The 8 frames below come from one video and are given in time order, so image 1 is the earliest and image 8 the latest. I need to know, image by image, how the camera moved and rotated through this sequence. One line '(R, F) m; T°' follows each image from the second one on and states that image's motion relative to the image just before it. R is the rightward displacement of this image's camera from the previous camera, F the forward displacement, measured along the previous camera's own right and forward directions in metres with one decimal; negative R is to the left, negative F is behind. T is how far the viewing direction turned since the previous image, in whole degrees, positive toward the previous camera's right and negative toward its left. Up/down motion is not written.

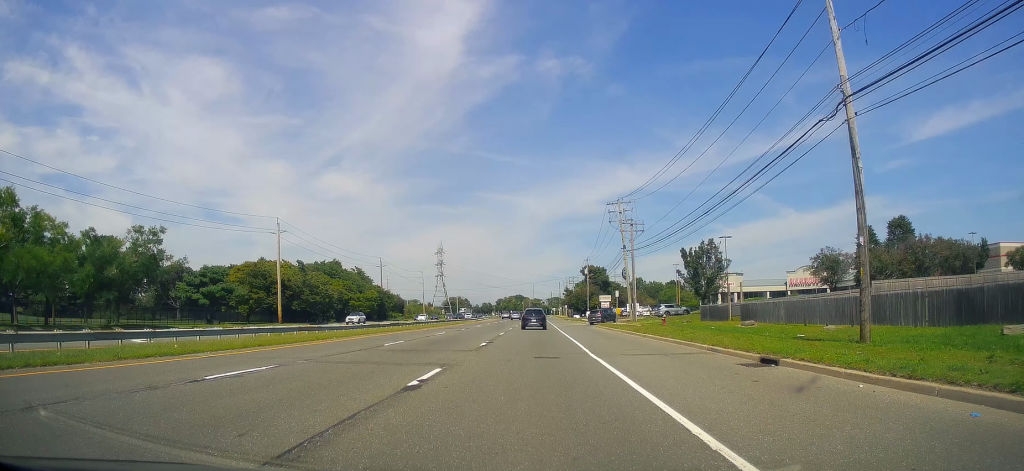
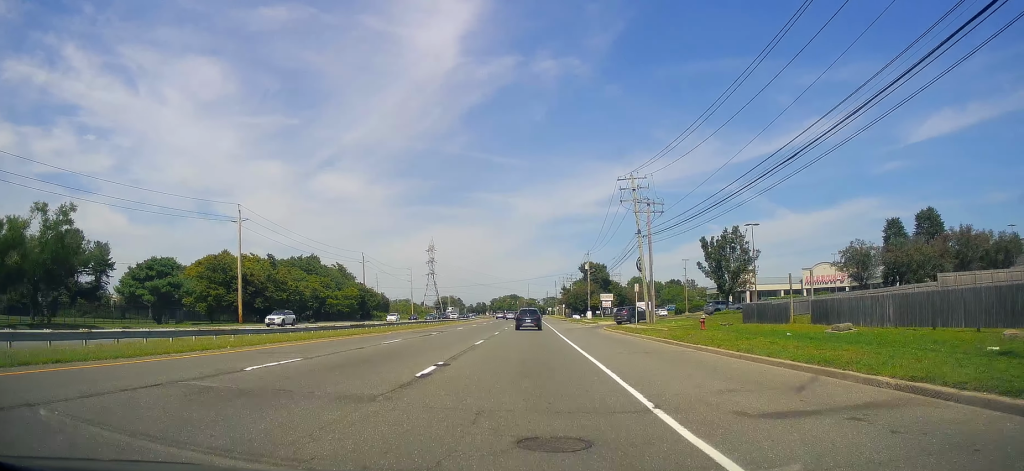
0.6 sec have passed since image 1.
(+0.2, +11.0) m; +1°
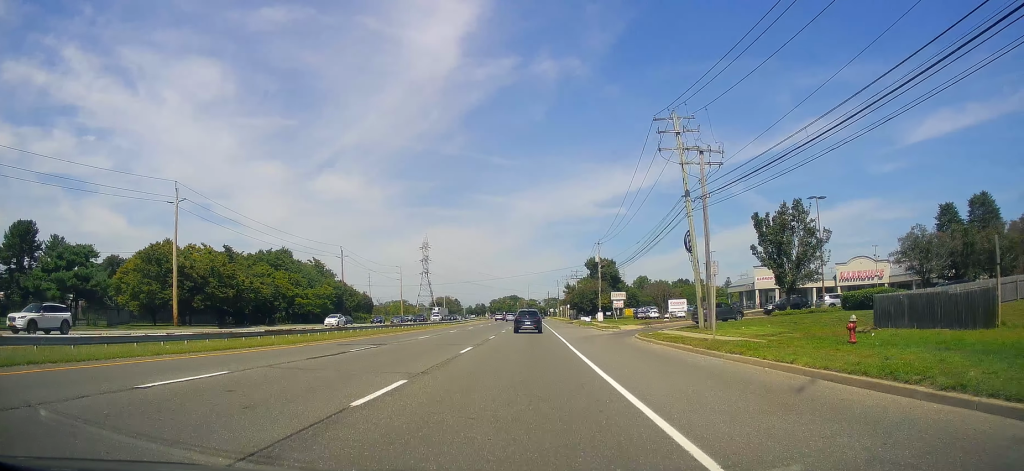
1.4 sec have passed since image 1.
(+0.3, +15.7) m; +1°
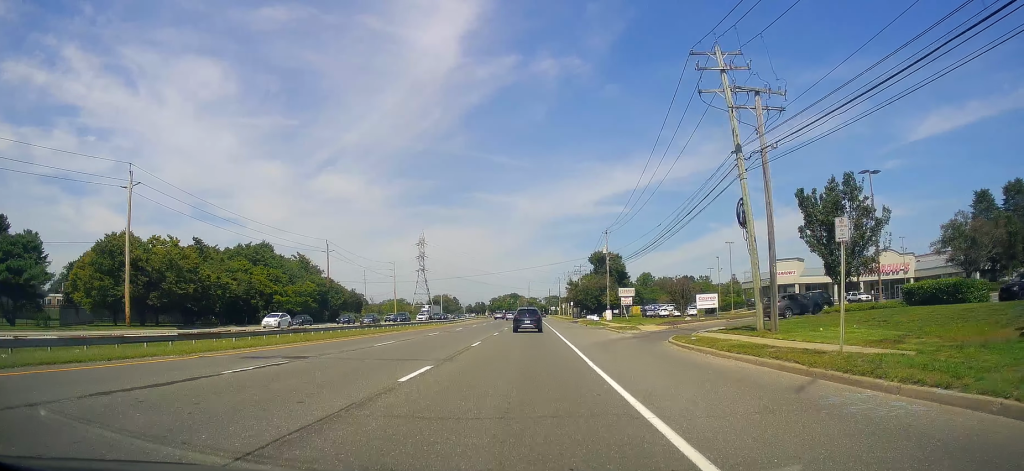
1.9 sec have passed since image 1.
(+0.2, +8.7) m; 0°
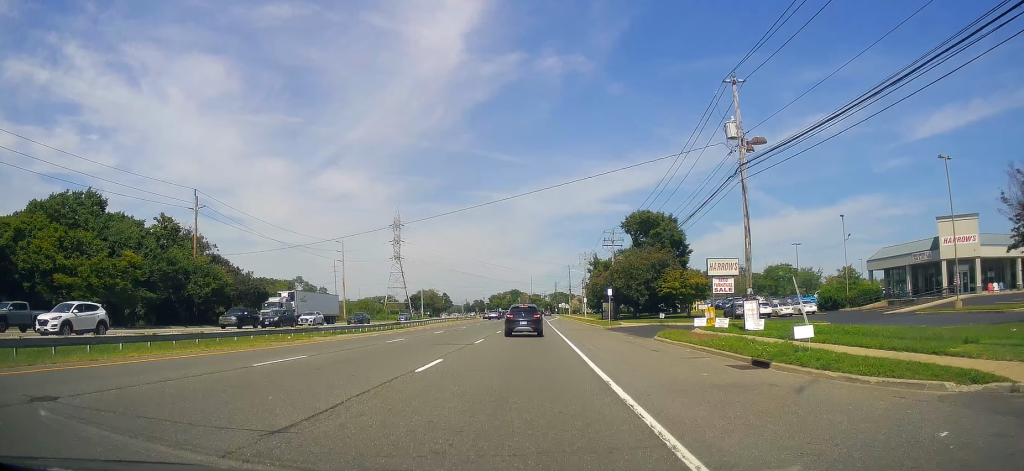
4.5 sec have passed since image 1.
(-1.3, +48.5) m; -3°
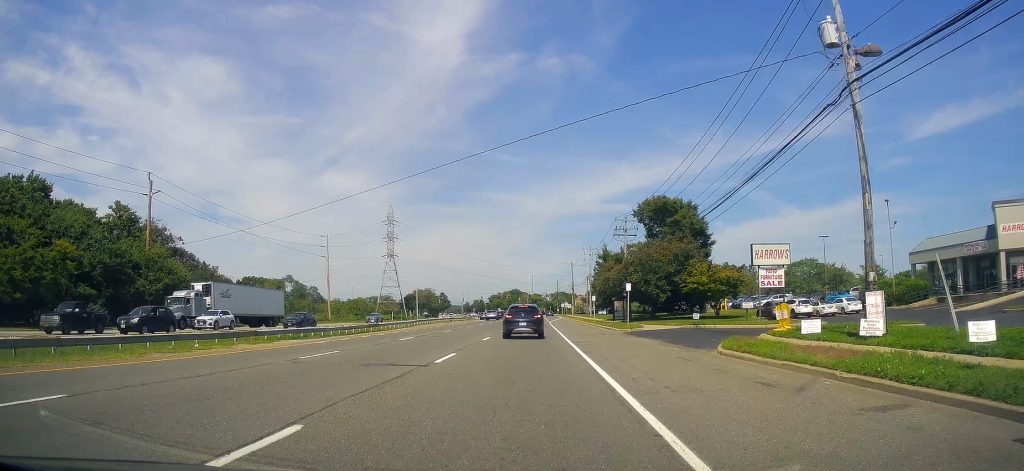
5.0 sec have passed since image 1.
(-0.2, +10.0) m; 0°
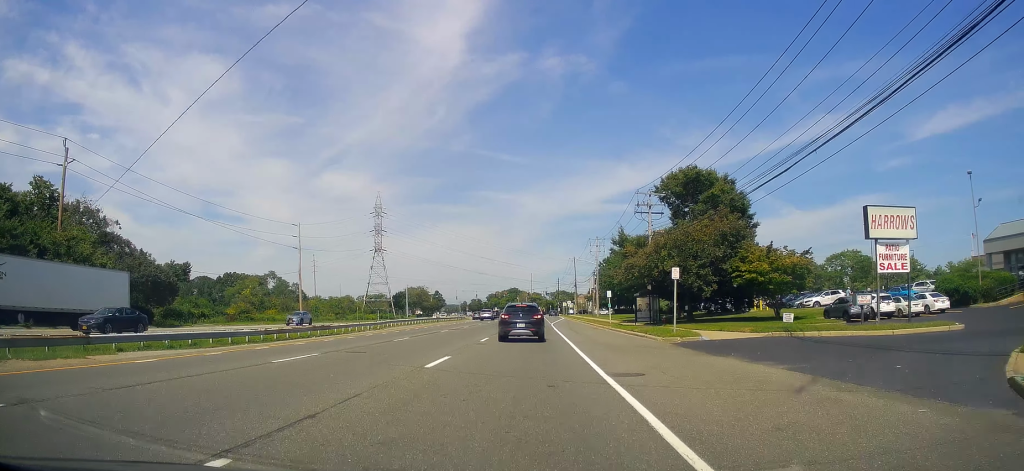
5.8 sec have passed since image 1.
(+0.2, +13.5) m; +1°
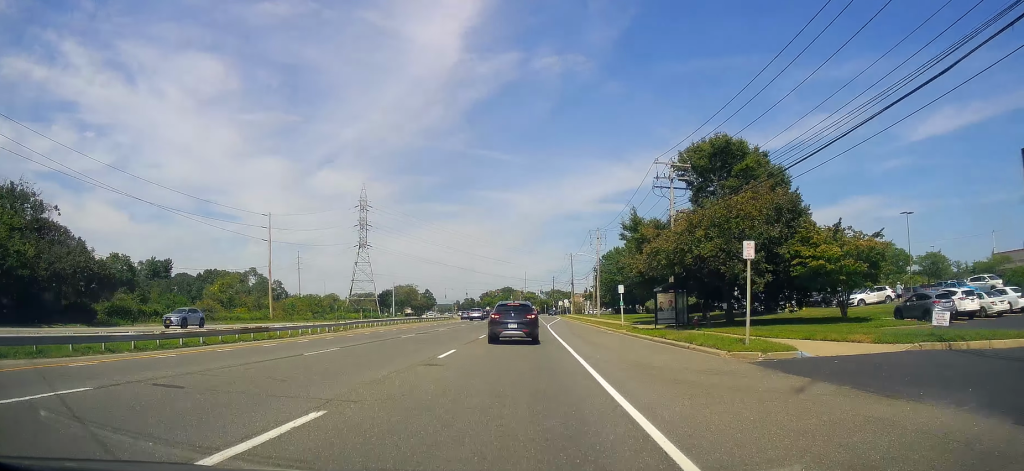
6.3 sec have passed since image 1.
(+0.1, +10.4) m; 0°
